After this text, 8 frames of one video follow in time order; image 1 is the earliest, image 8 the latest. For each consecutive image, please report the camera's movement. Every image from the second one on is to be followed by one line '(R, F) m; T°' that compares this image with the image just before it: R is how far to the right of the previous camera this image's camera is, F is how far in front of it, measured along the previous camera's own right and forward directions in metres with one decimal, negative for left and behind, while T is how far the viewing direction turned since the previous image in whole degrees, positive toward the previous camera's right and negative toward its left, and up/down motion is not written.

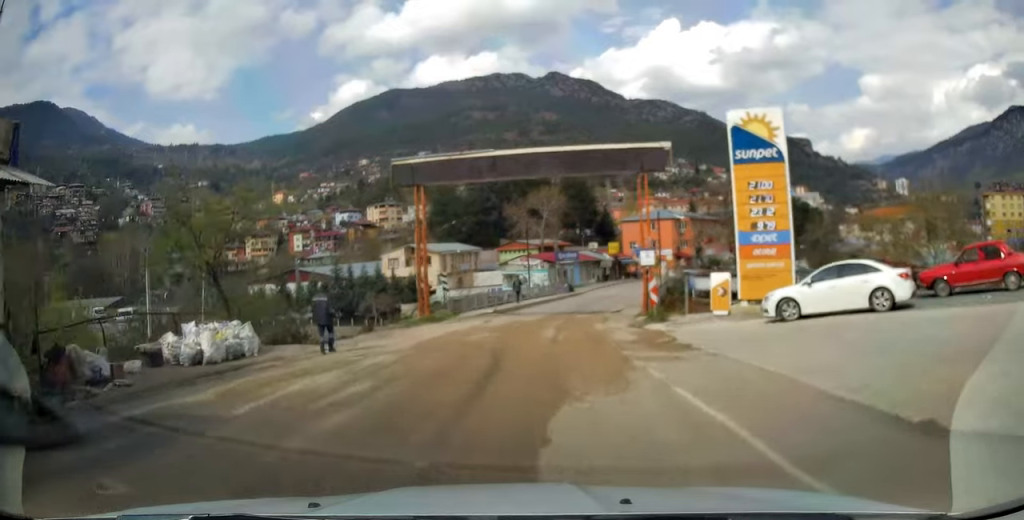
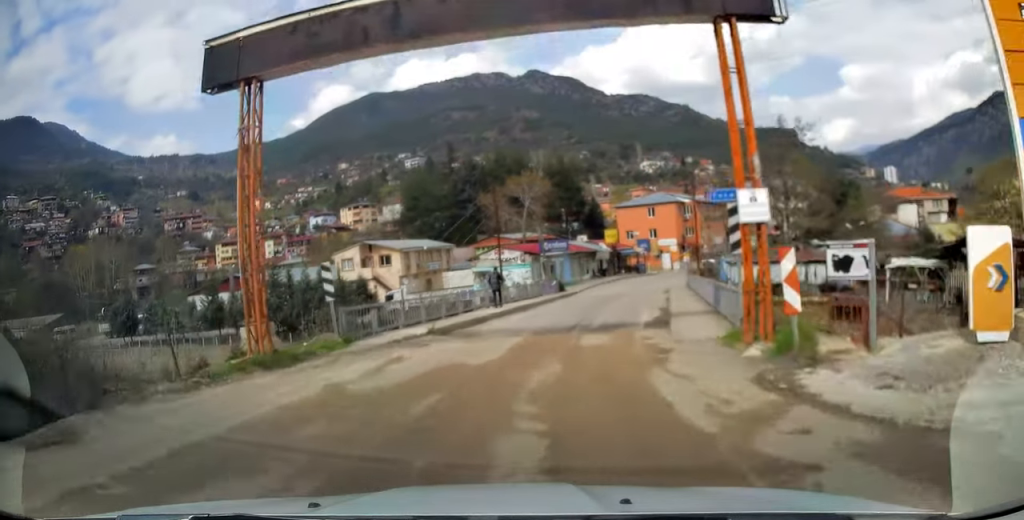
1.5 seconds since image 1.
(0.0, +15.1) m; 0°
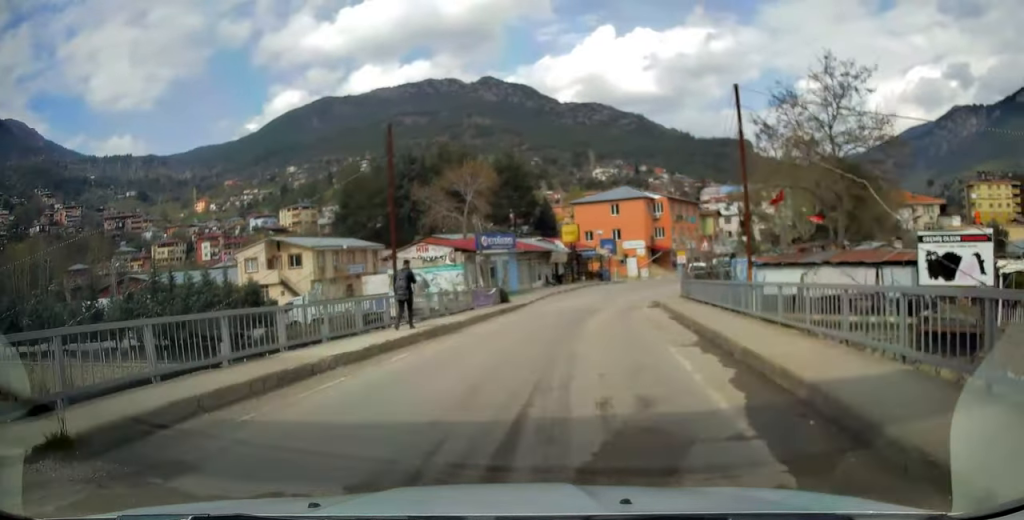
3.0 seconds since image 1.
(+0.4, +13.5) m; +6°
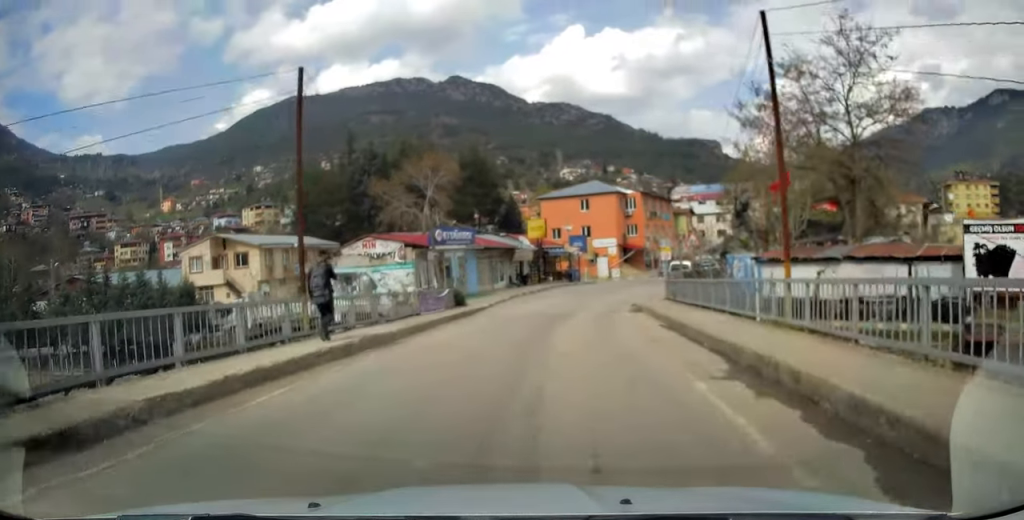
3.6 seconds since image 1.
(+0.2, +4.9) m; +4°
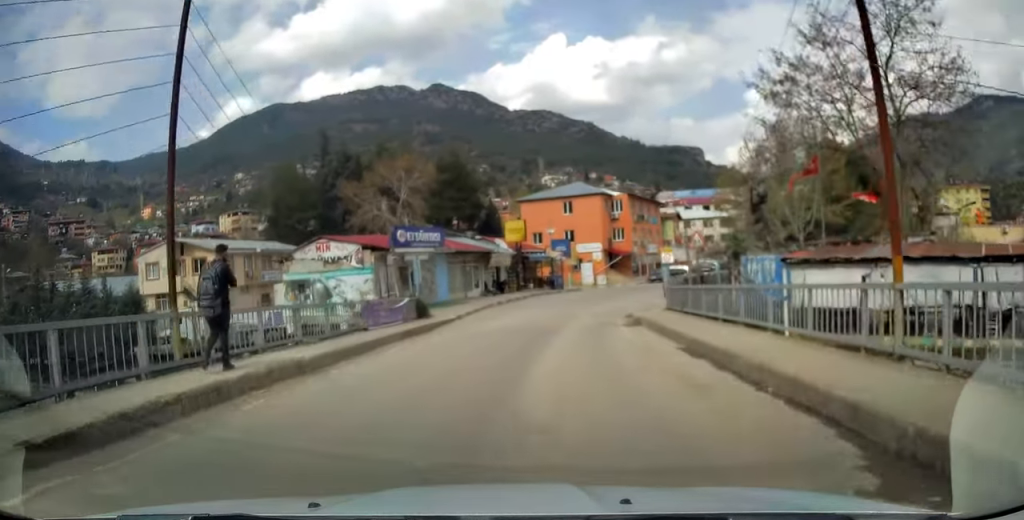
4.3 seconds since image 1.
(+0.2, +4.4) m; 0°
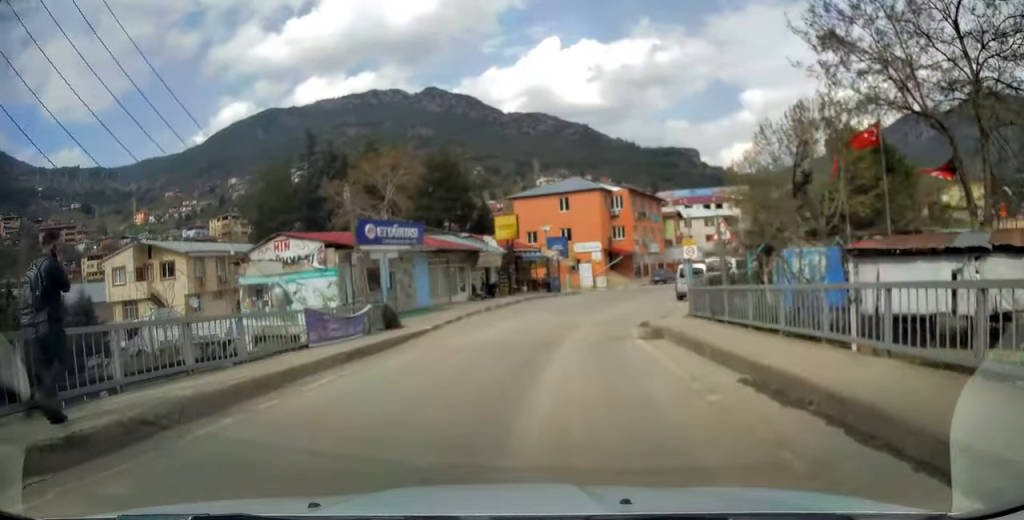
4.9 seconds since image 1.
(+0.2, +4.1) m; -1°
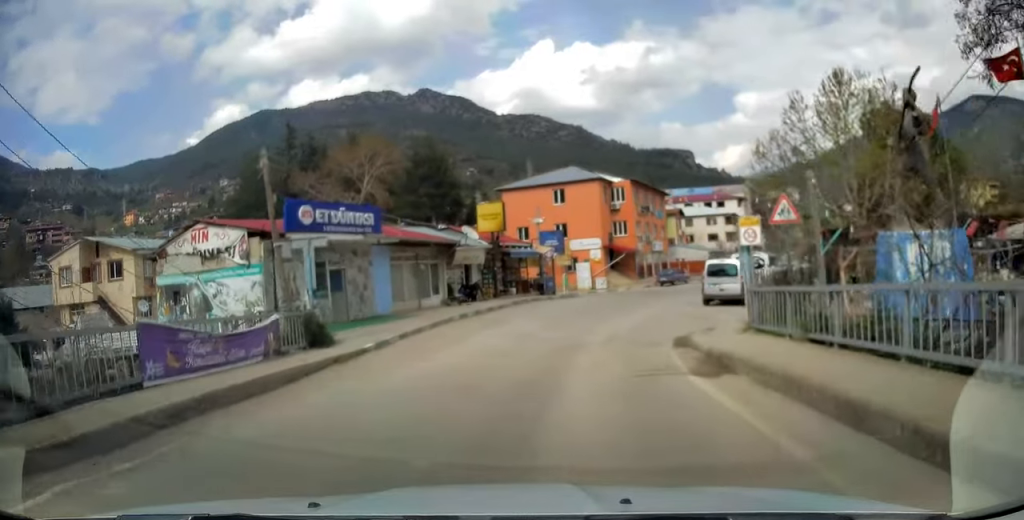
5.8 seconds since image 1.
(-0.4, +5.6) m; 0°
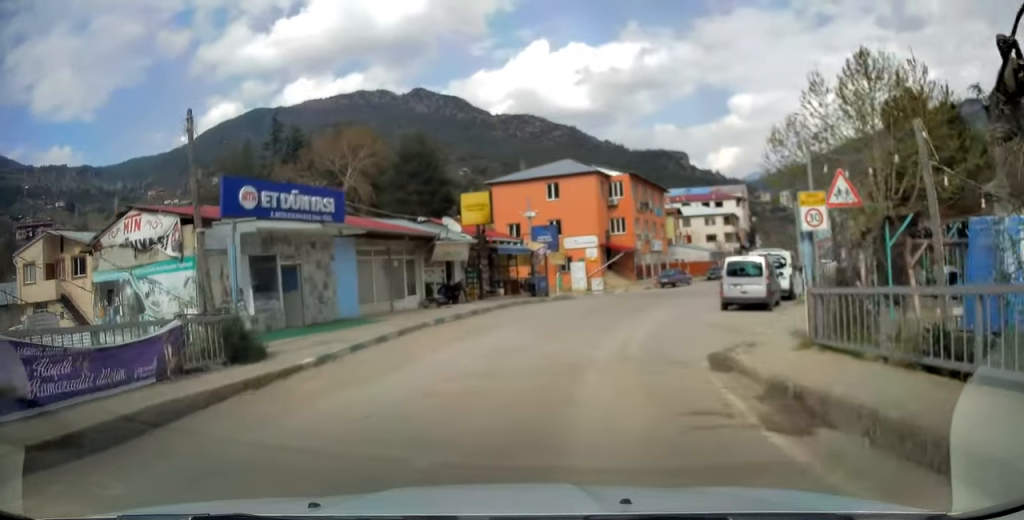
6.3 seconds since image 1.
(+0.2, +3.2) m; +3°
